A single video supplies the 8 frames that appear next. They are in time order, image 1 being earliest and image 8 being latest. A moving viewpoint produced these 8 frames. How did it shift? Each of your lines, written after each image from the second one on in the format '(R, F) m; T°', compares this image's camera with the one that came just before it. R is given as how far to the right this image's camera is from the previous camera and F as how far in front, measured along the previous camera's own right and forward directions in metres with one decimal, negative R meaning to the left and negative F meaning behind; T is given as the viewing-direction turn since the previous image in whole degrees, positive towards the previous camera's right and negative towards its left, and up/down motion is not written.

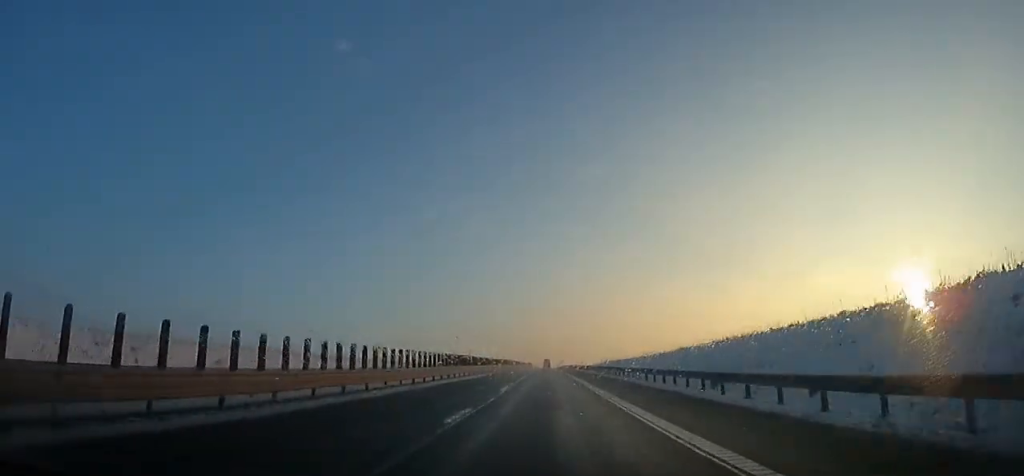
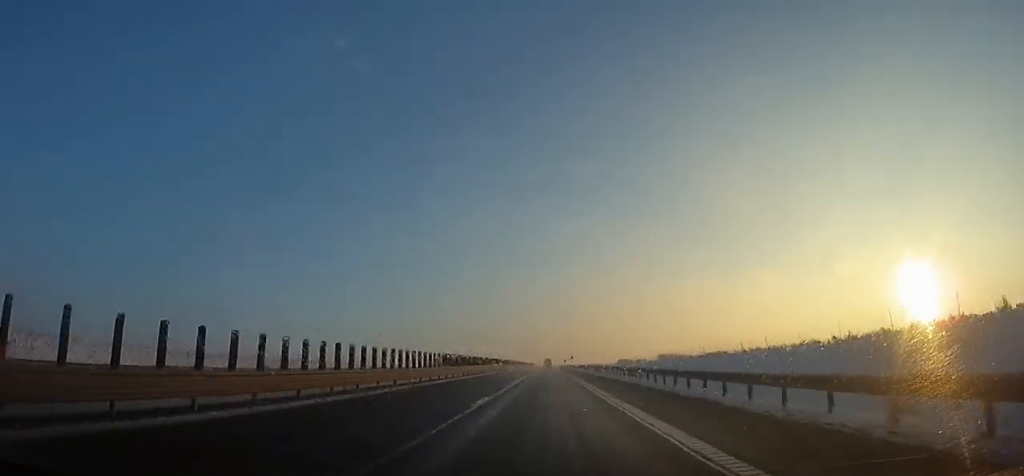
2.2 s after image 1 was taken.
(0.0, +68.1) m; 0°
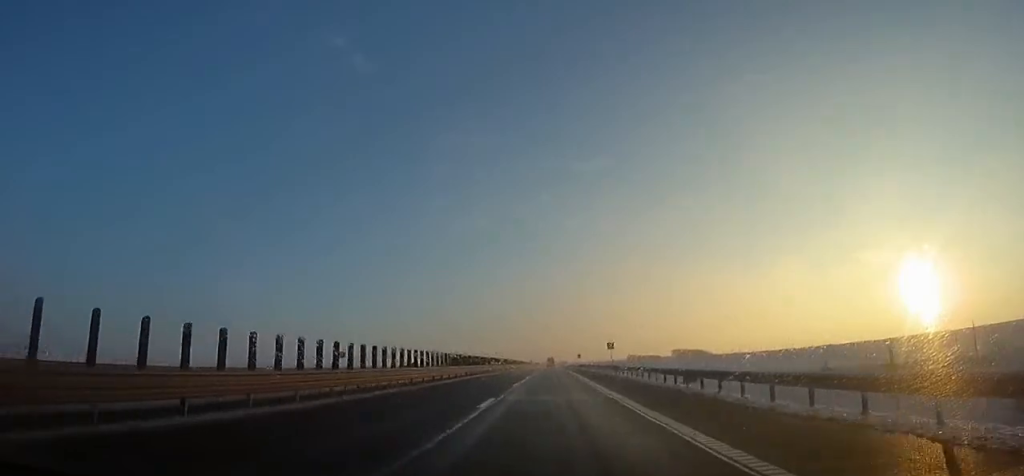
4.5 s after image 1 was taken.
(-0.2, +72.8) m; -1°
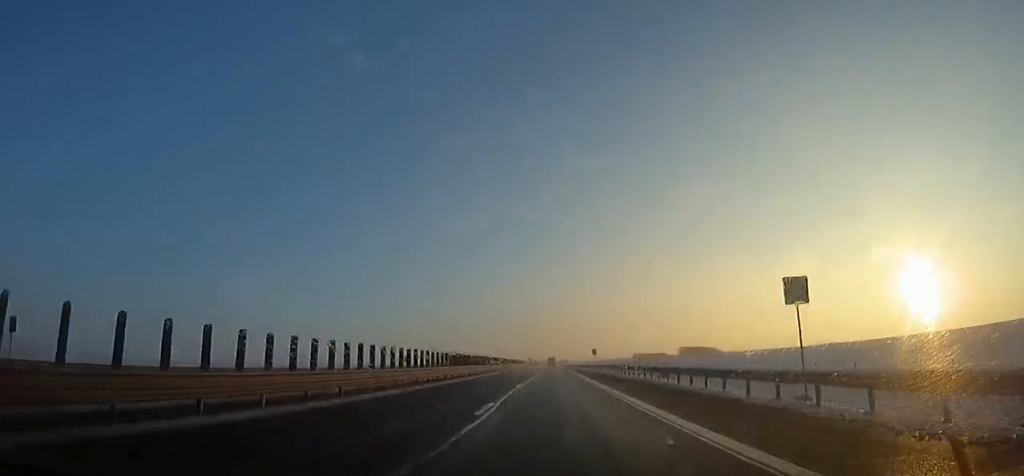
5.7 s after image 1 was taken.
(-0.1, +38.1) m; 0°
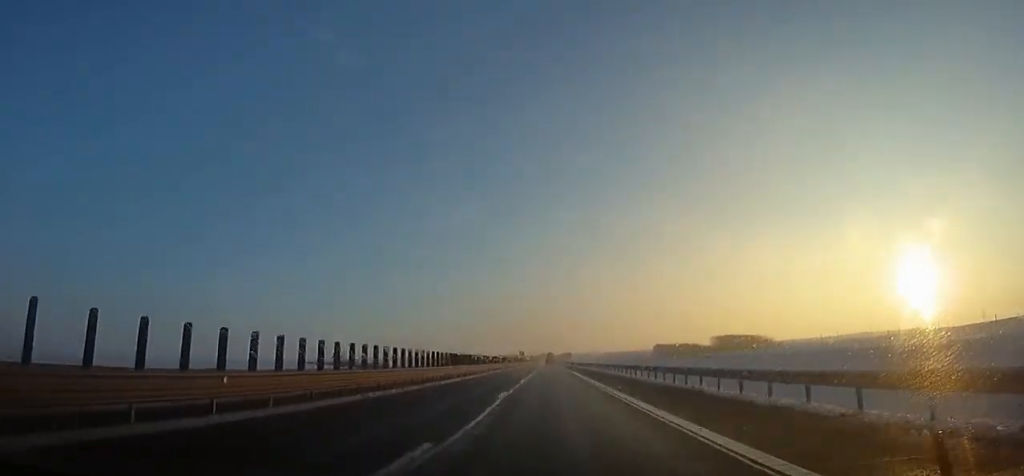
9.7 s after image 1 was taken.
(+0.8, +127.8) m; +1°
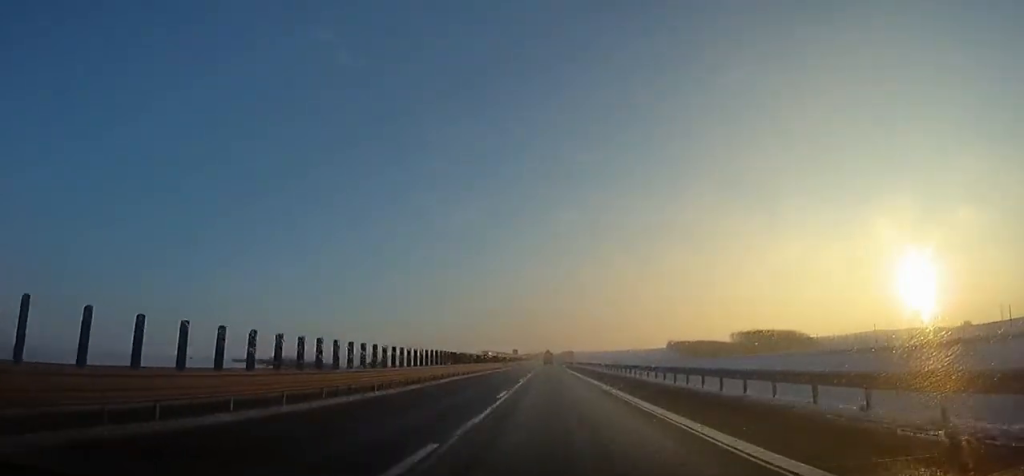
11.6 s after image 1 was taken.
(-0.1, +60.3) m; 0°
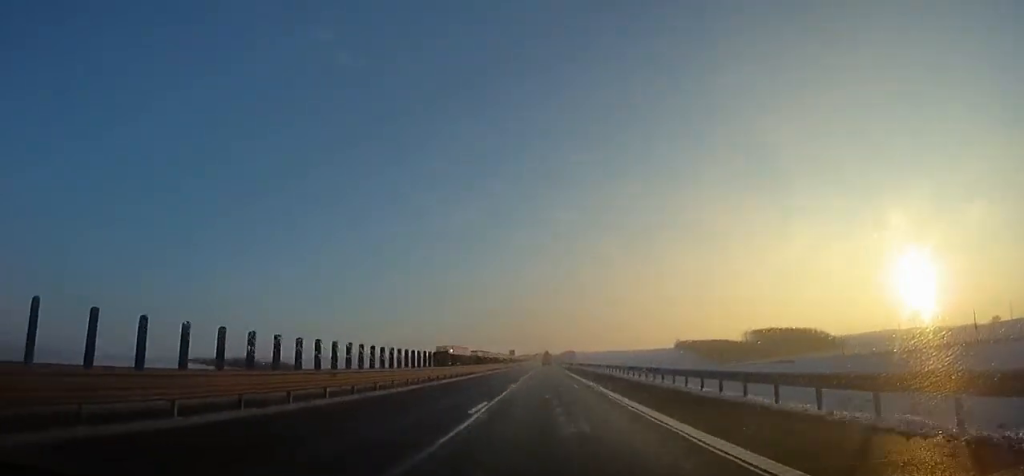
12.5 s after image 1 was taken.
(0.0, +28.4) m; 0°
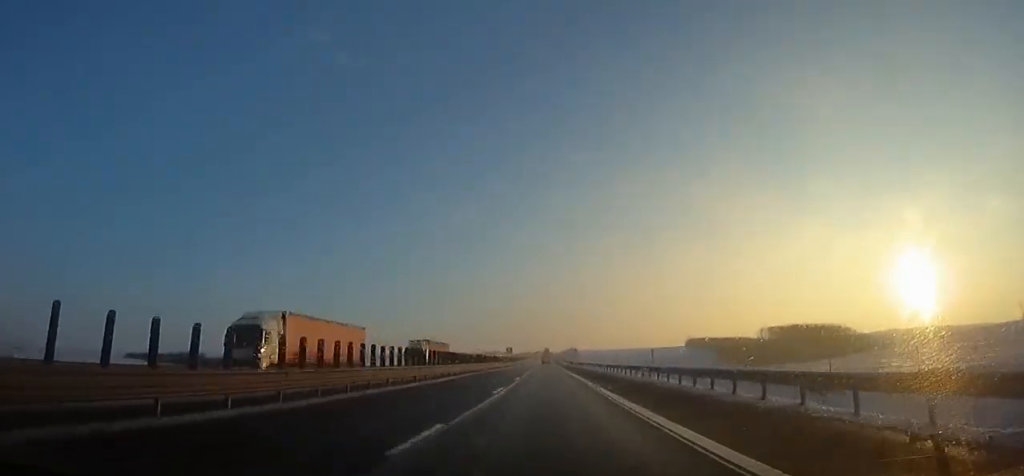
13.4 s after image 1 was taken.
(0.0, +29.5) m; 0°
